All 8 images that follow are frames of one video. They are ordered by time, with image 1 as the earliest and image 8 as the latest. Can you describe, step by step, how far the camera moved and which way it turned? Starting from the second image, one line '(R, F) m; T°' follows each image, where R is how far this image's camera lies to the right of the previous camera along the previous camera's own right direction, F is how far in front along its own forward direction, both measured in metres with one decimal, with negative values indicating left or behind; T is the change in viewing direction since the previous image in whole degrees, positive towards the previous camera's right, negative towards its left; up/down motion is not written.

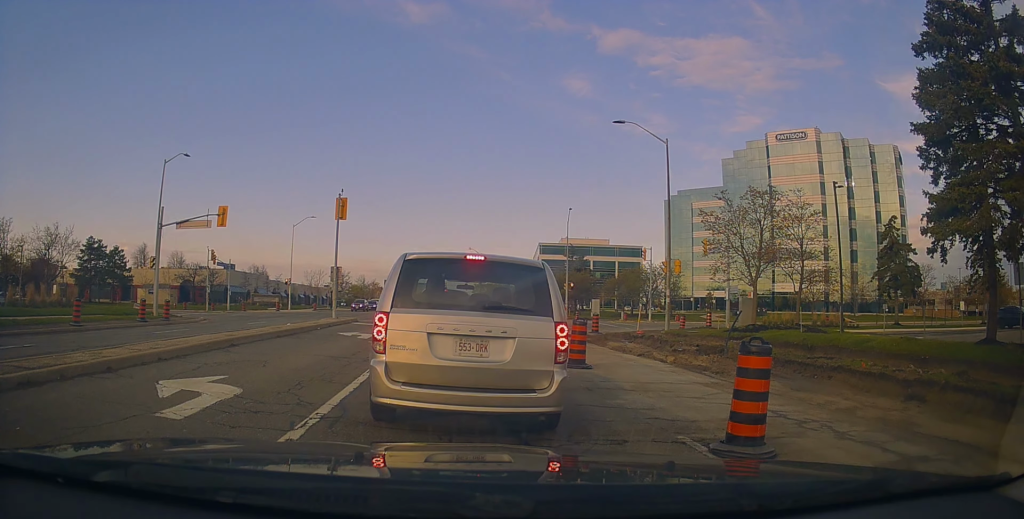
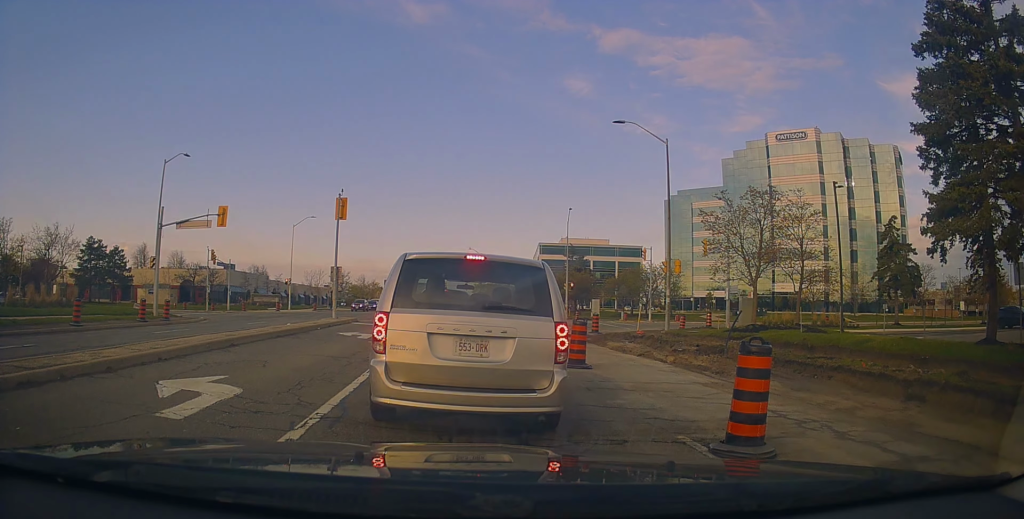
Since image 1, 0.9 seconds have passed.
(0.0, 0.0) m; 0°
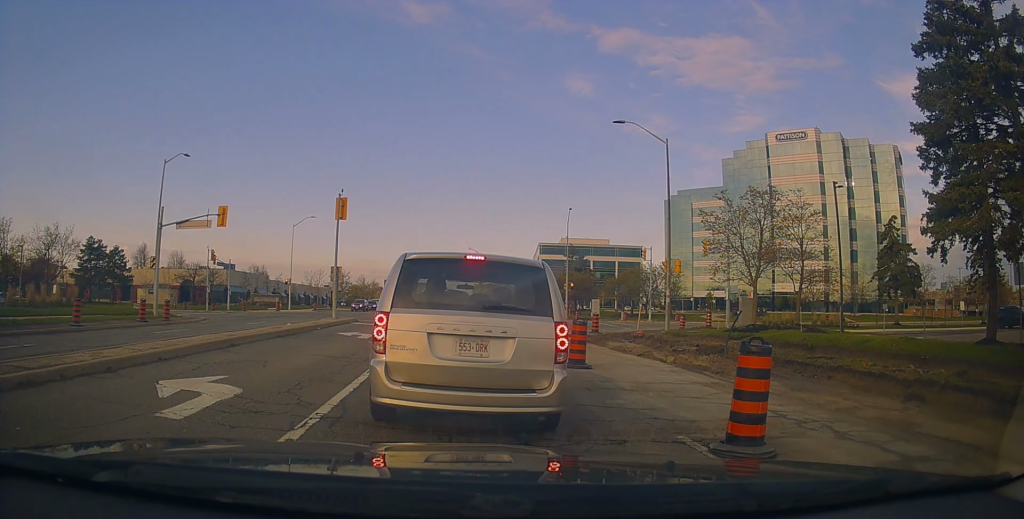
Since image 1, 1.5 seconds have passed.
(0.0, 0.0) m; 0°
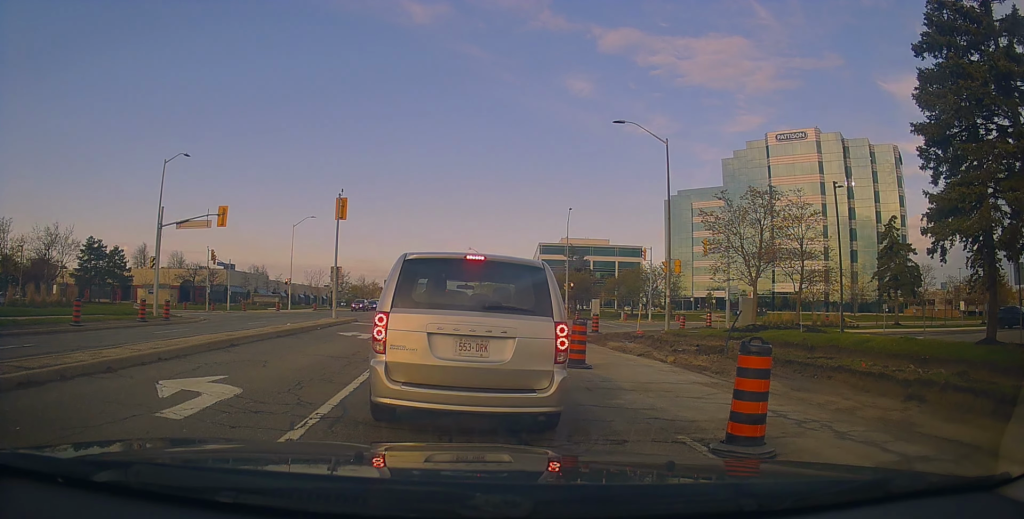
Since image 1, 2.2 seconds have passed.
(0.0, 0.0) m; 0°
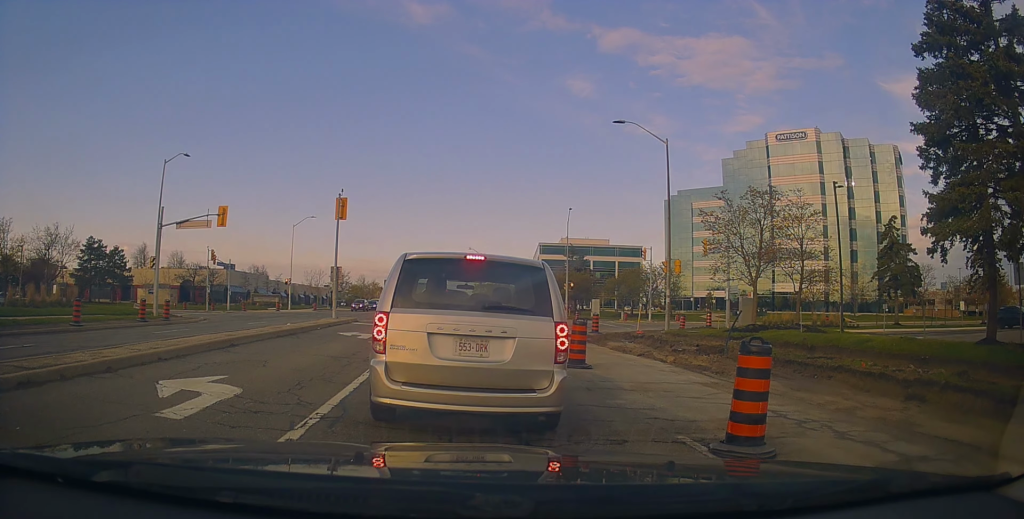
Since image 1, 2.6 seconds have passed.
(0.0, 0.0) m; 0°
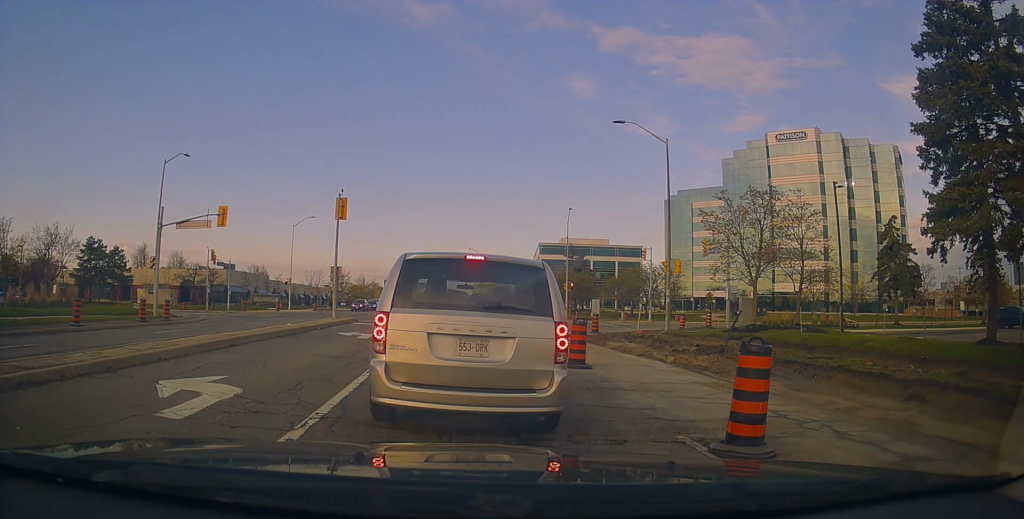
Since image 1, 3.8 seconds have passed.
(0.0, 0.0) m; 0°
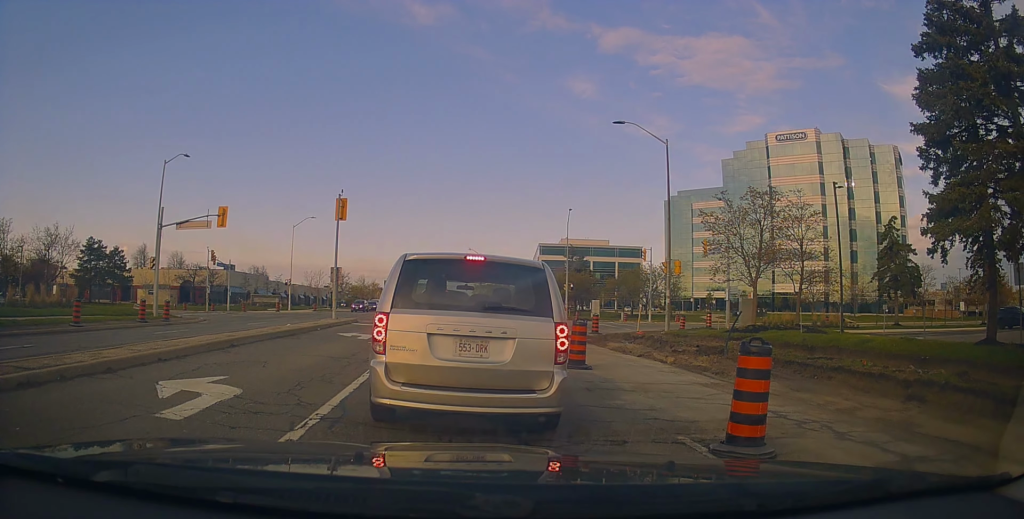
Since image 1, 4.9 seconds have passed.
(0.0, 0.0) m; 0°
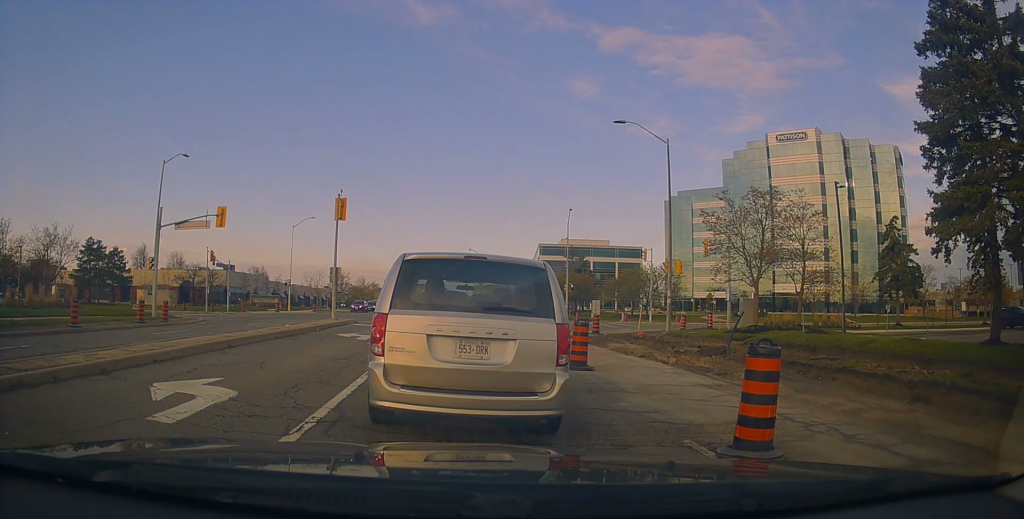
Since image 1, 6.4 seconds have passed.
(0.0, 0.0) m; 0°
